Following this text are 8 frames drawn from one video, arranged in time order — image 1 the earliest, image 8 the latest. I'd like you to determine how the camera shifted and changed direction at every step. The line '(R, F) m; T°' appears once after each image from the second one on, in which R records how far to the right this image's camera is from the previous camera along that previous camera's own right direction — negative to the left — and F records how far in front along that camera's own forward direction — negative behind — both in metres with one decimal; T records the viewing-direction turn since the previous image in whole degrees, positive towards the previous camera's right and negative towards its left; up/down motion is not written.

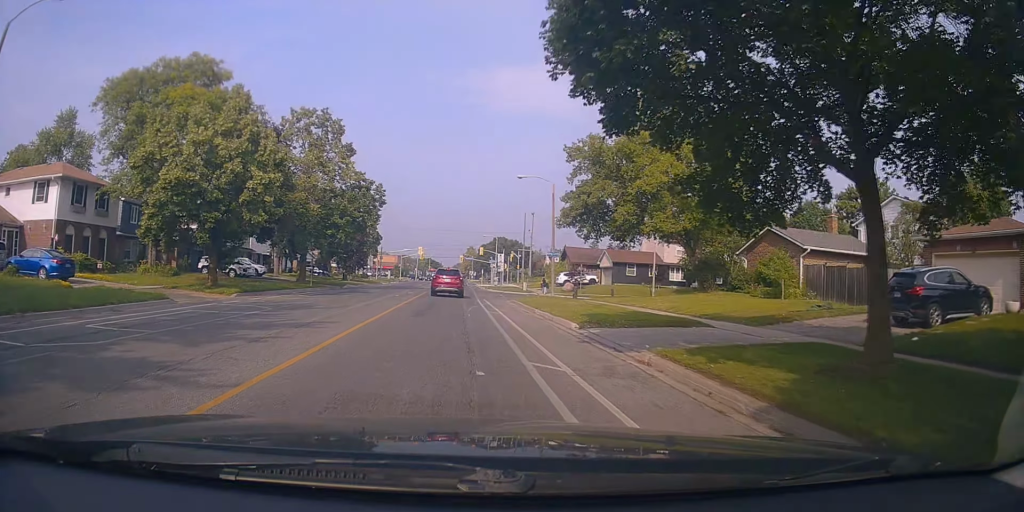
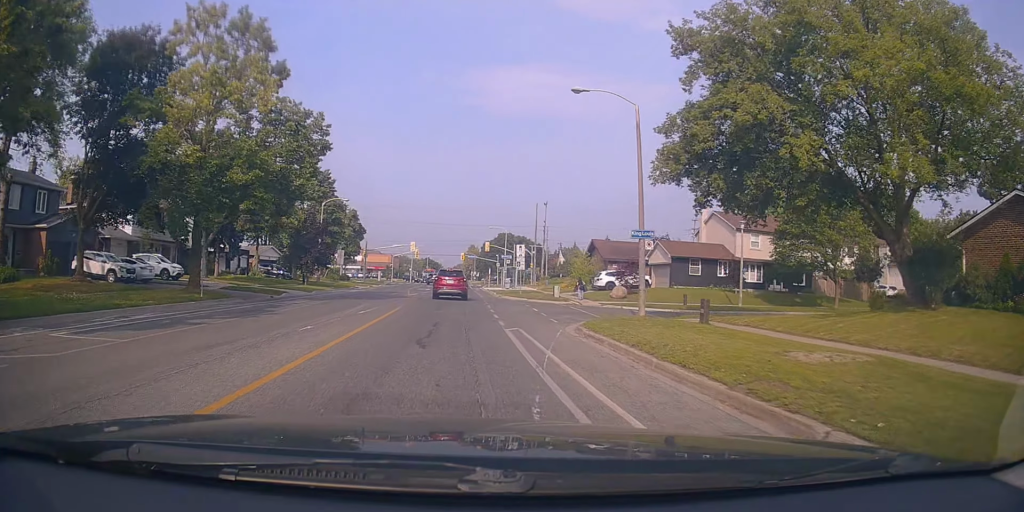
(-0.3, +18.5) m; -2°
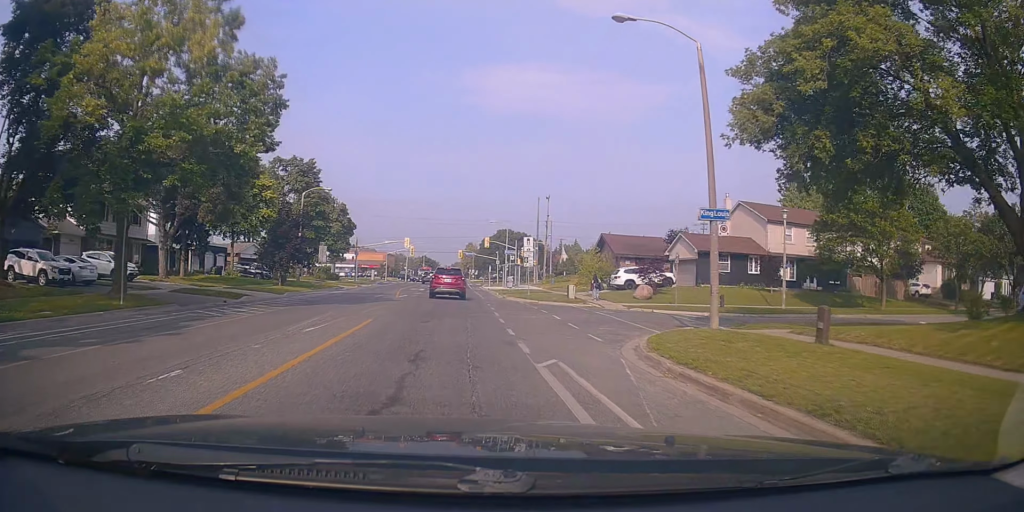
(-0.1, +6.0) m; +1°
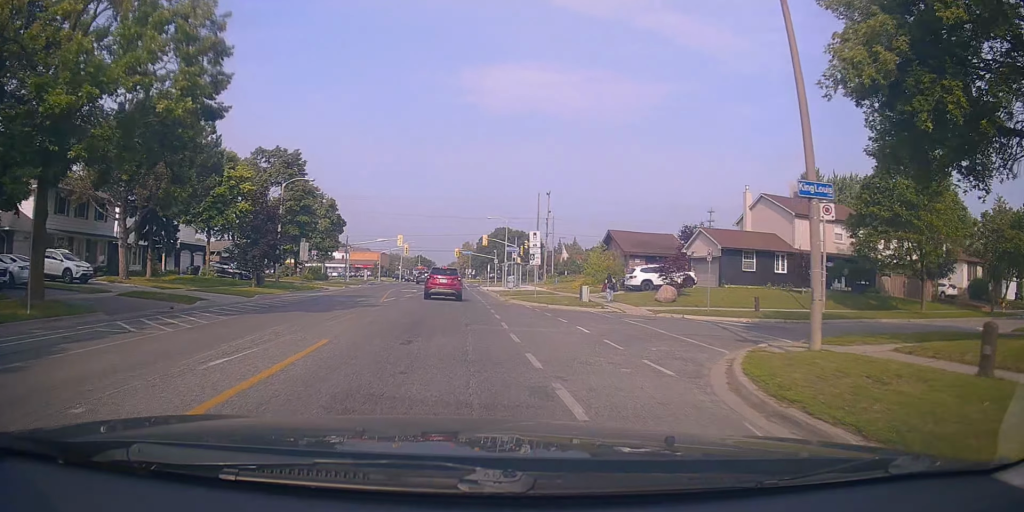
(0.0, +4.6) m; +1°
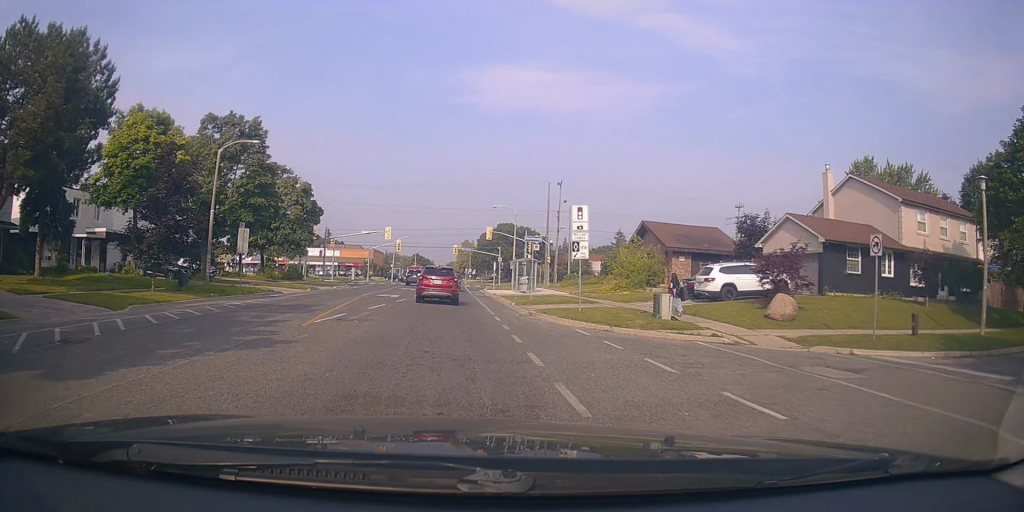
(+0.4, +12.2) m; -1°
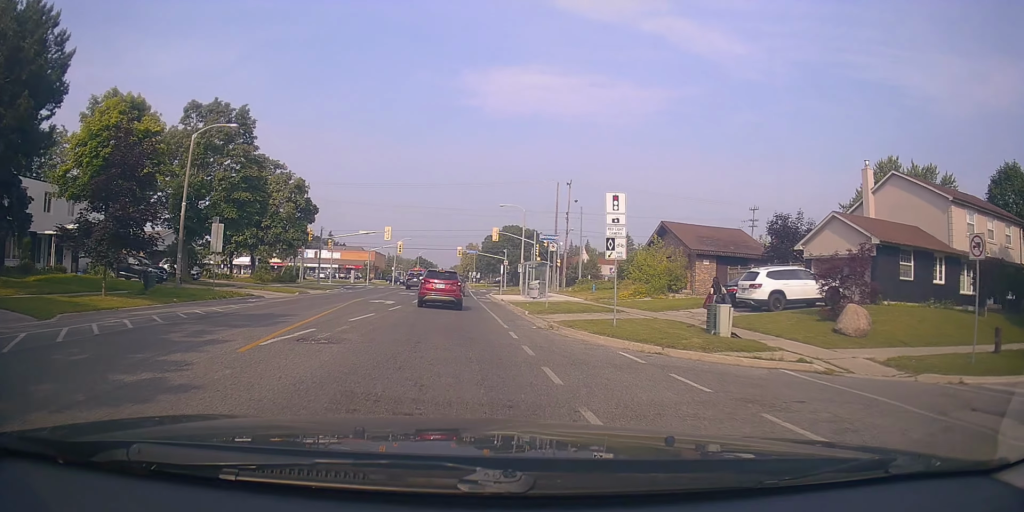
(+0.1, +4.5) m; -3°
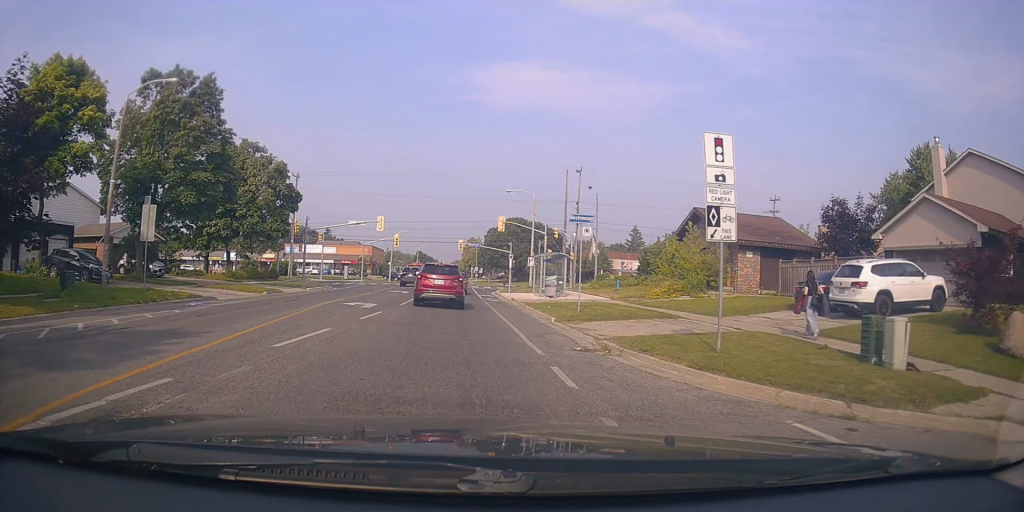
(-0.7, +6.8) m; +1°
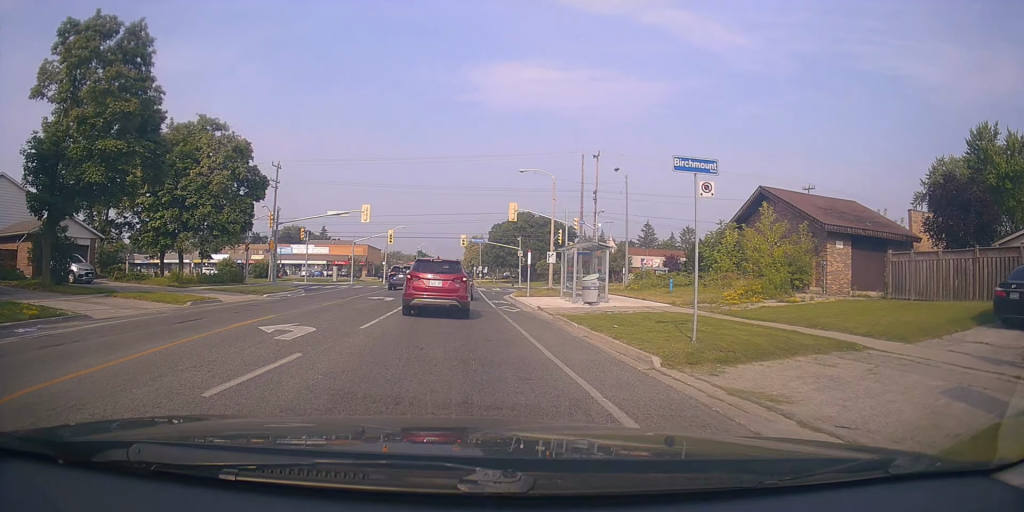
(+1.3, +9.6) m; +5°
